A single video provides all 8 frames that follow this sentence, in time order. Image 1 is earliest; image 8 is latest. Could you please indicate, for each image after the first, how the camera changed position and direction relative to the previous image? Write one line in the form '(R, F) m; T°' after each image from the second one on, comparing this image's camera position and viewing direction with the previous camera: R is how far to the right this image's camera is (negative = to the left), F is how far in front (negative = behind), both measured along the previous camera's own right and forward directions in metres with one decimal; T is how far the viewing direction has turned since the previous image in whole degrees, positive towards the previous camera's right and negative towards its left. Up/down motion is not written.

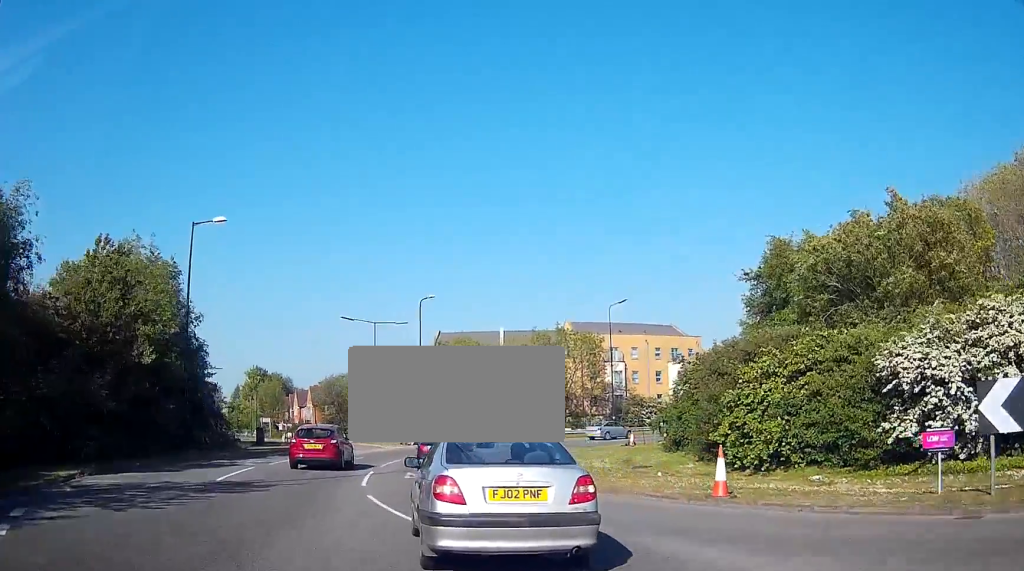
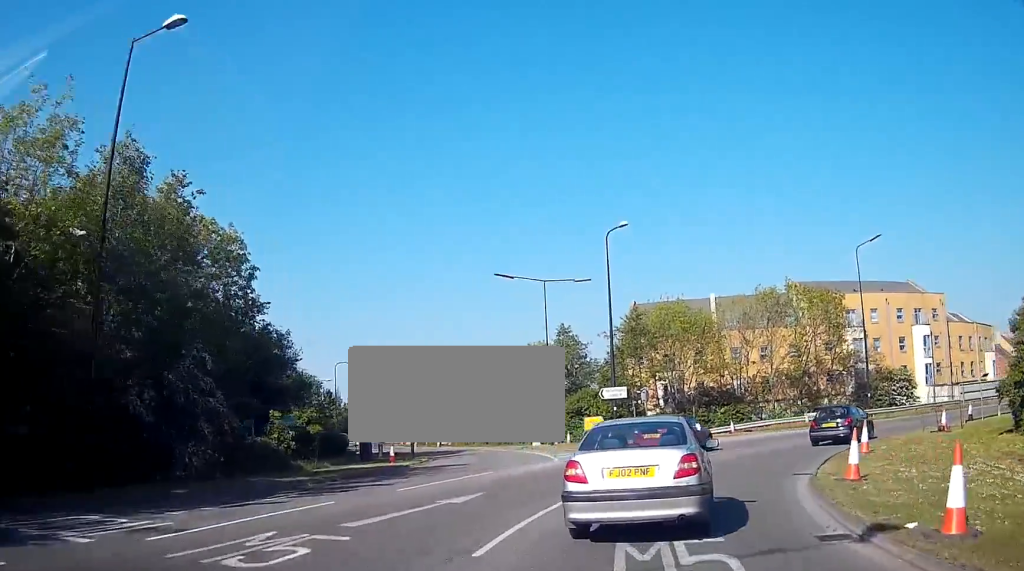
(-1.4, +19.1) m; -8°
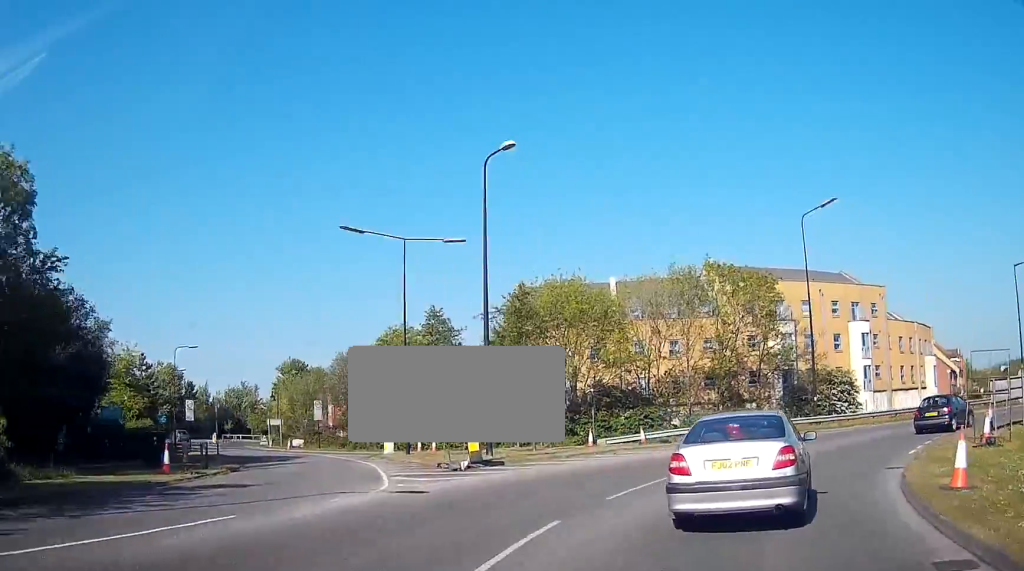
(-0.4, +11.2) m; +1°
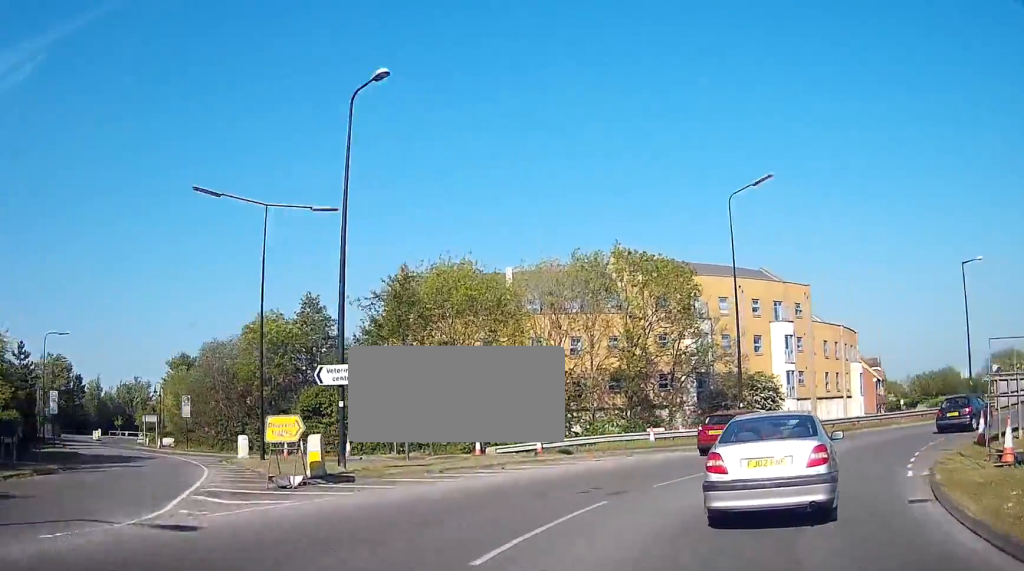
(+0.4, +6.2) m; +2°
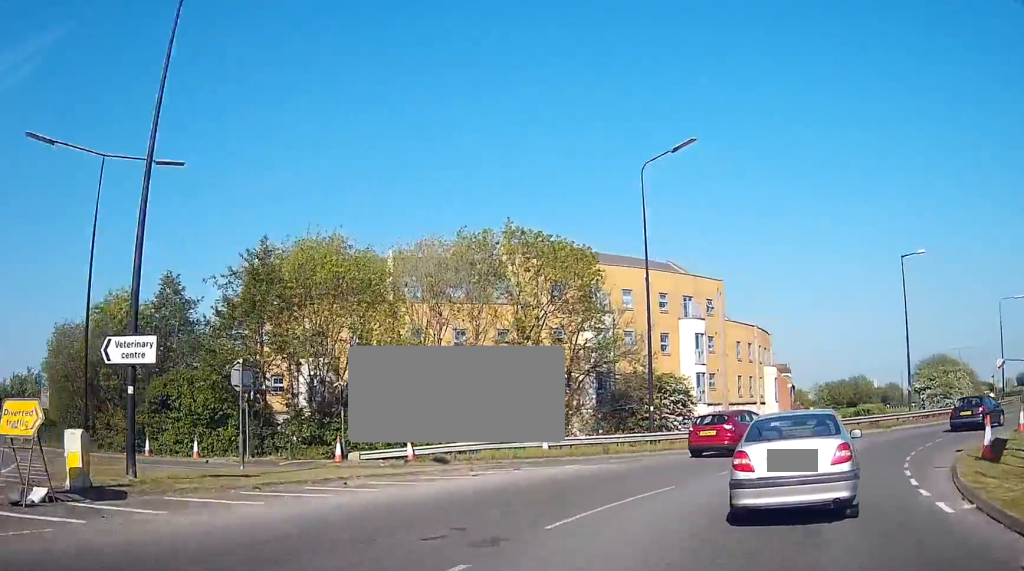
(+0.2, +5.9) m; +3°
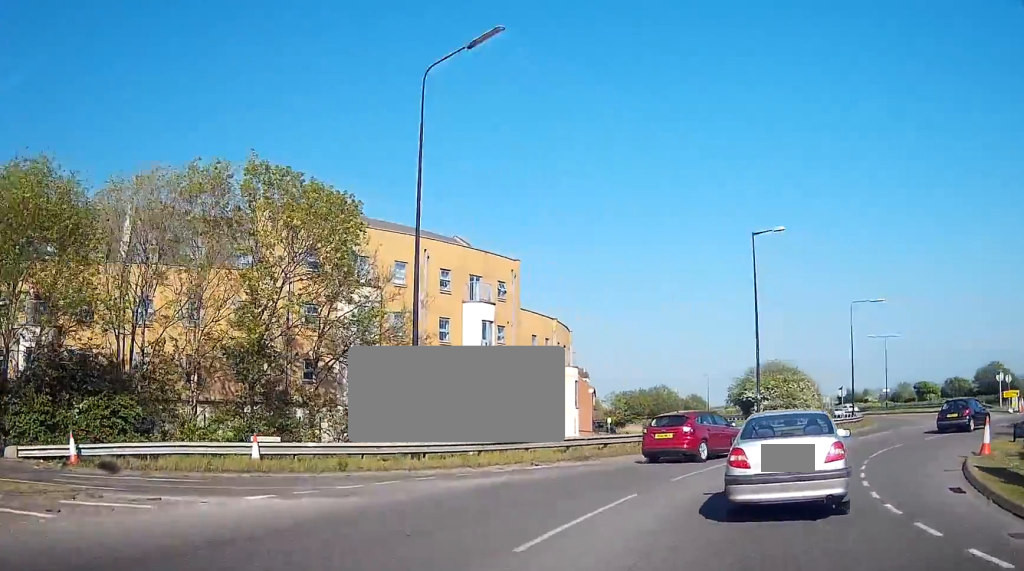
(0.0, +10.1) m; +11°
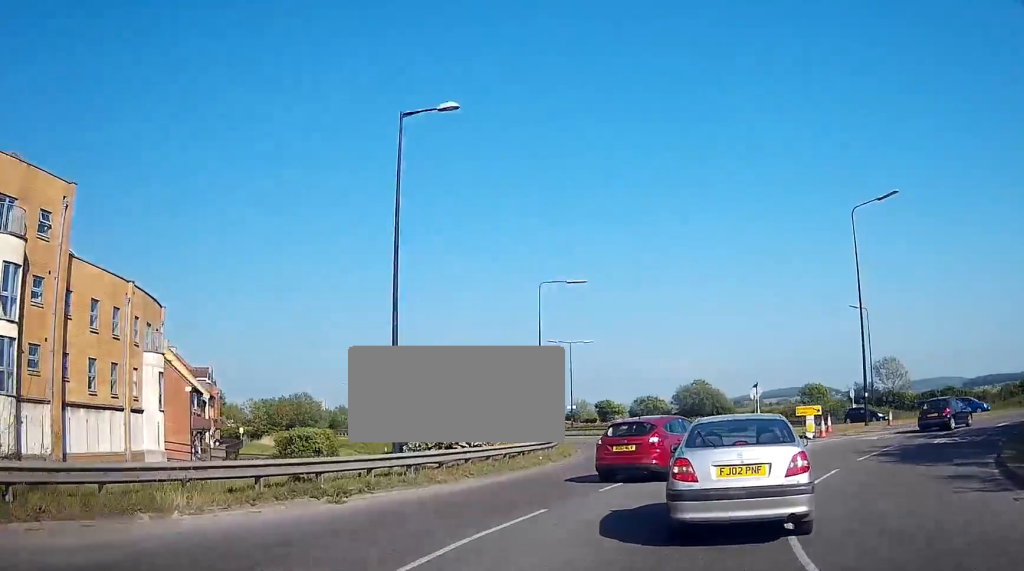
(+4.9, +16.3) m; +27°
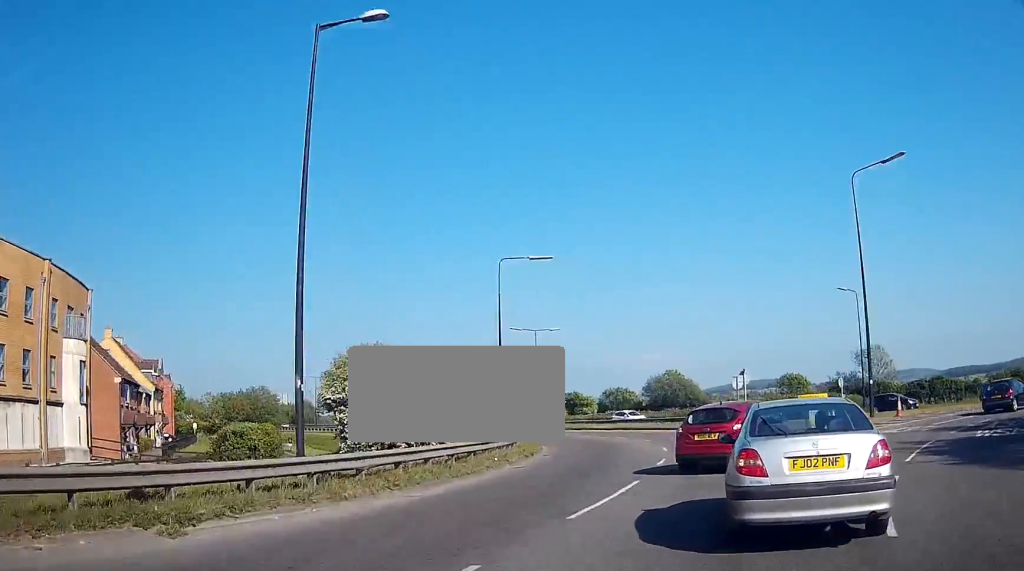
(+0.1, +5.1) m; +7°
